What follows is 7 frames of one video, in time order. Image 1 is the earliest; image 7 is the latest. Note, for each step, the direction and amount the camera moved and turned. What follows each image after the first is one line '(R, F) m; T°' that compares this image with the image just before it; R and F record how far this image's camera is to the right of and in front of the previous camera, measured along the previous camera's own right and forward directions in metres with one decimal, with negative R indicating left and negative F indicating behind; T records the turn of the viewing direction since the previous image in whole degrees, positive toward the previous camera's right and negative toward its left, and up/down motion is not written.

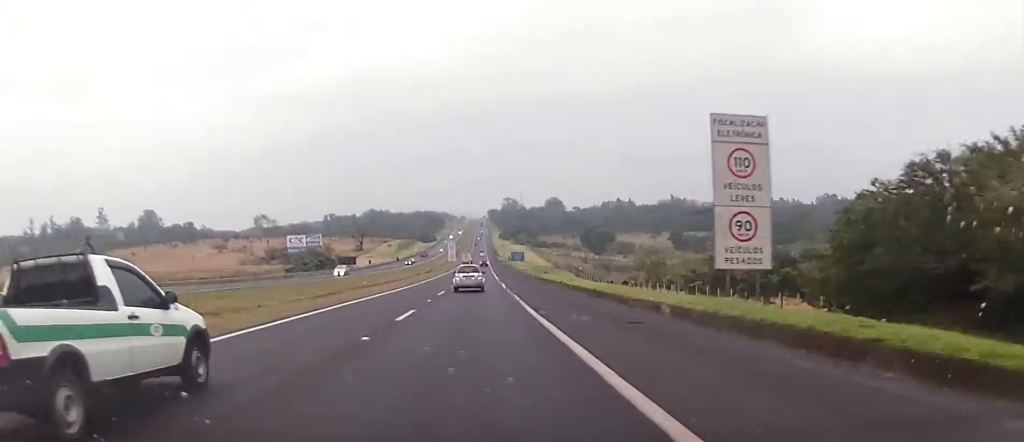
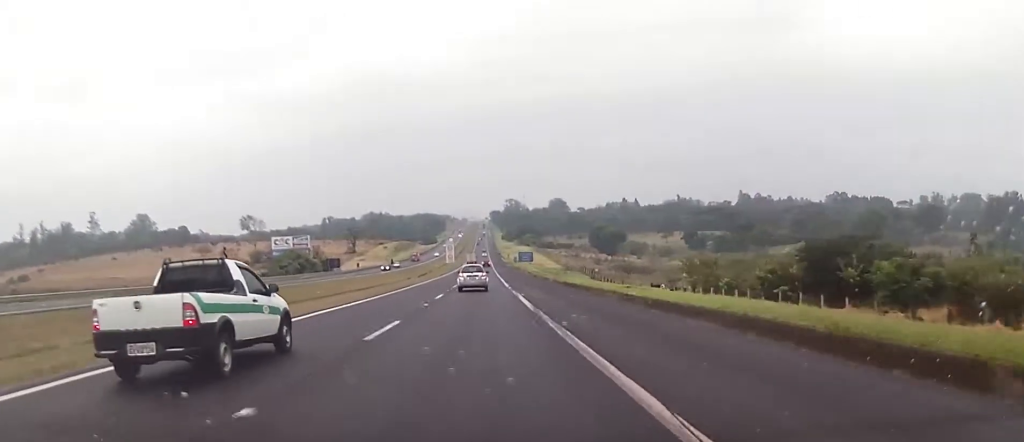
(0.0, +17.4) m; 0°
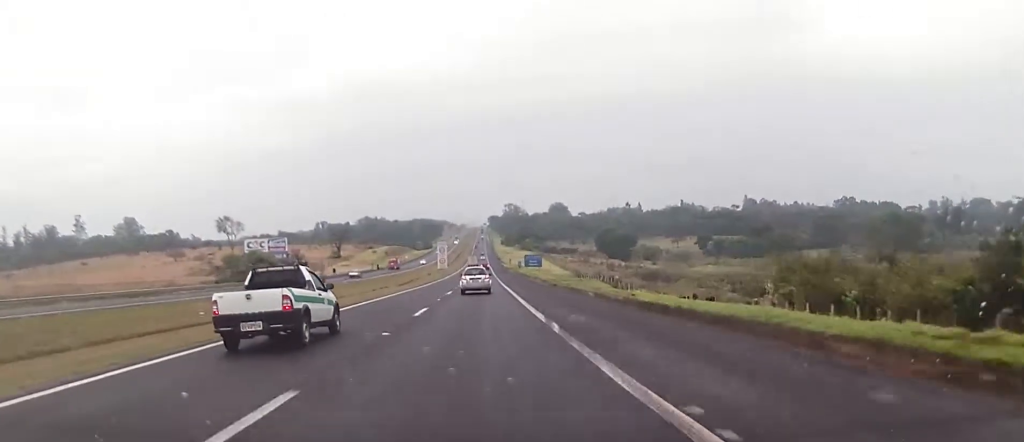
(0.0, +22.5) m; 0°
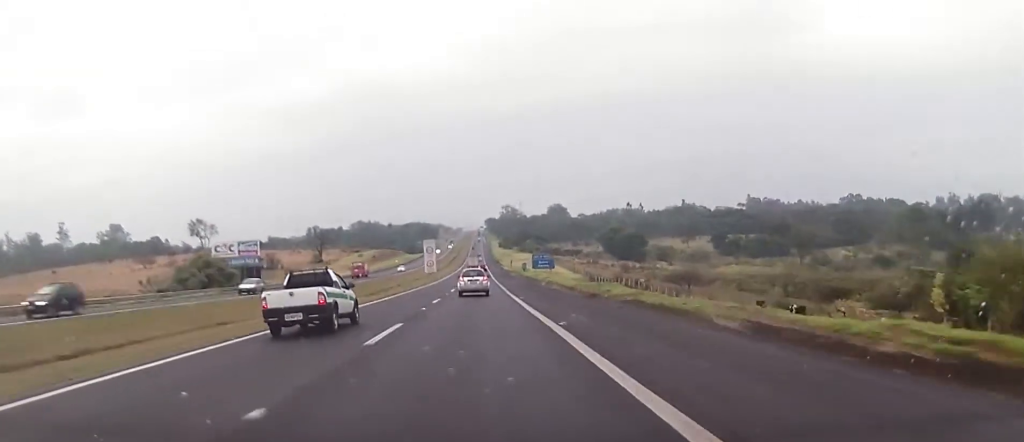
(-0.1, +22.1) m; 0°
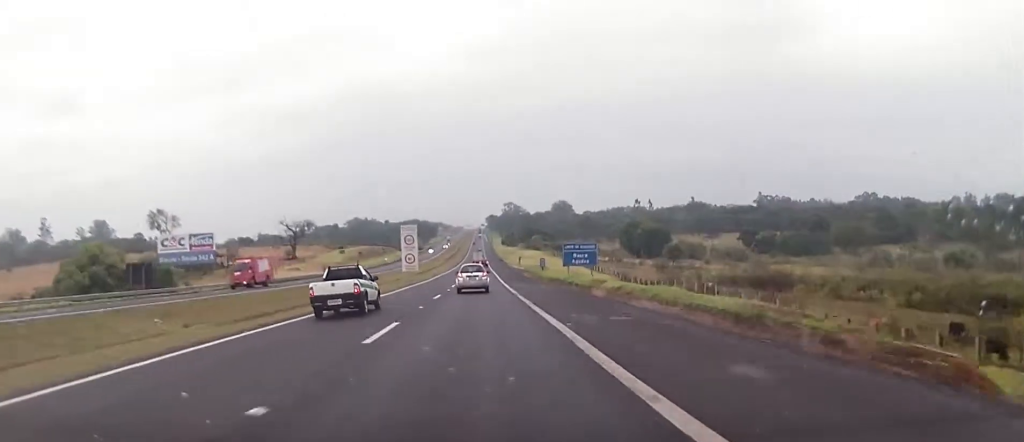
(+0.4, +32.0) m; 0°
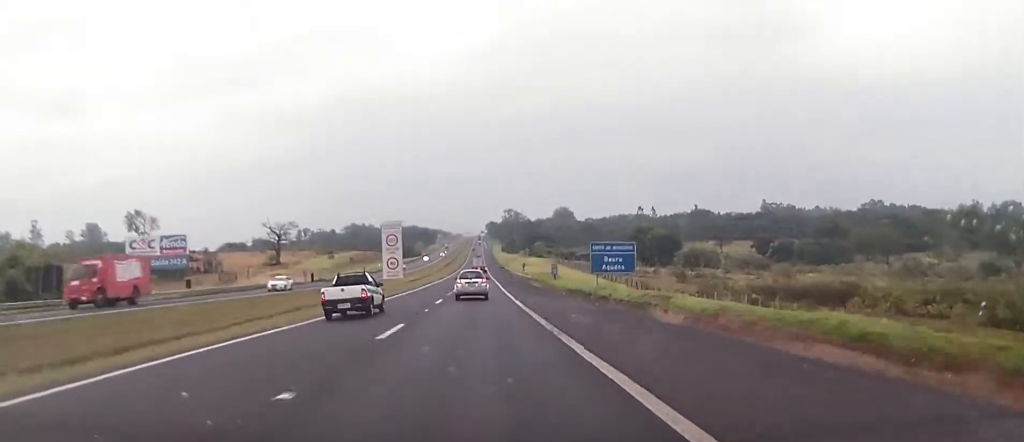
(-0.1, +14.6) m; 0°
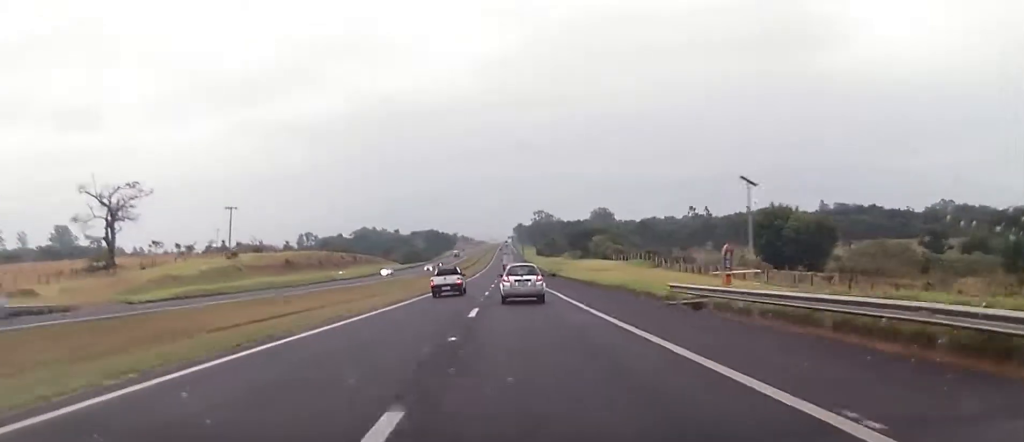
(-0.4, +94.9) m; -1°
